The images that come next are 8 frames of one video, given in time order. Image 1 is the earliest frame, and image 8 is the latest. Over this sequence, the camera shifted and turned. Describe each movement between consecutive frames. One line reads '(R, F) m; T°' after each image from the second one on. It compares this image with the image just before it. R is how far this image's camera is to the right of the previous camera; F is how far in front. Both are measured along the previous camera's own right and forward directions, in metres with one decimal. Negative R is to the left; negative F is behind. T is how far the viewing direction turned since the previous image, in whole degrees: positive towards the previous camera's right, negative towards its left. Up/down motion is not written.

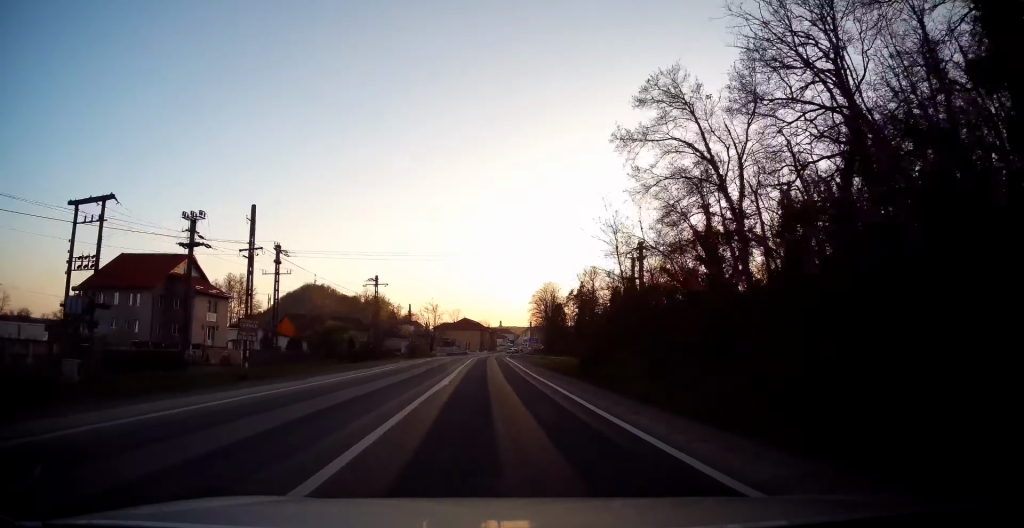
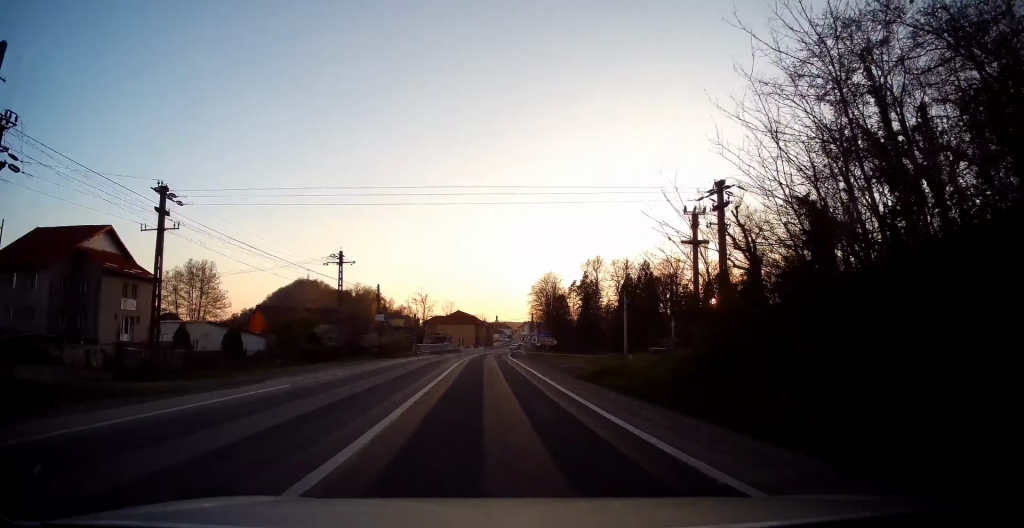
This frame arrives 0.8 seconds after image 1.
(-0.5, +16.4) m; +1°
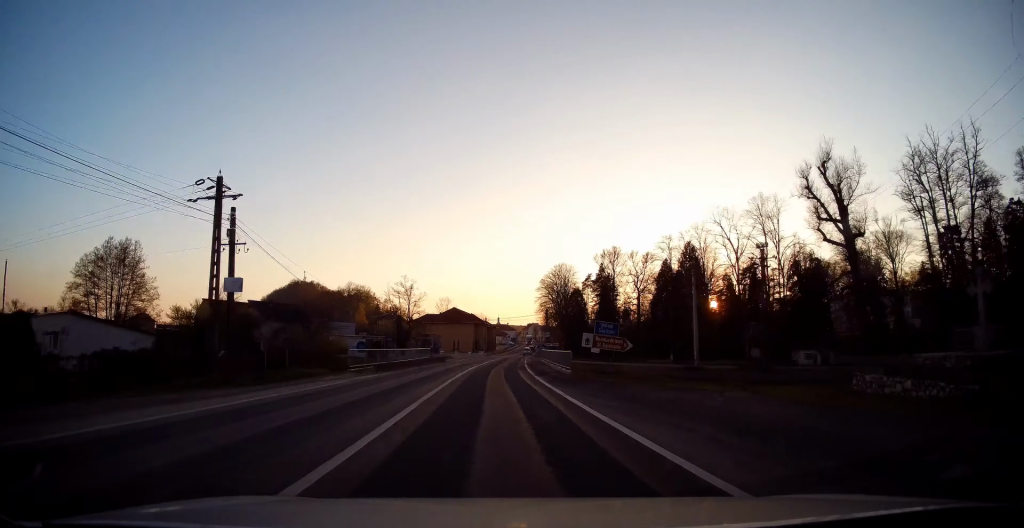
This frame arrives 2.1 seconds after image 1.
(+0.9, +28.1) m; +1°
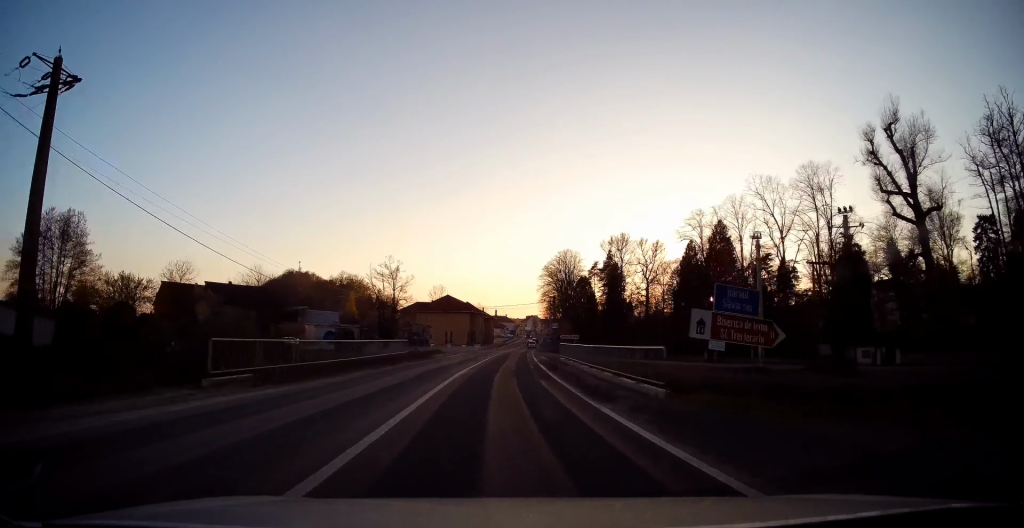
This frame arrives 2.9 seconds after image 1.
(-0.4, +14.4) m; -1°
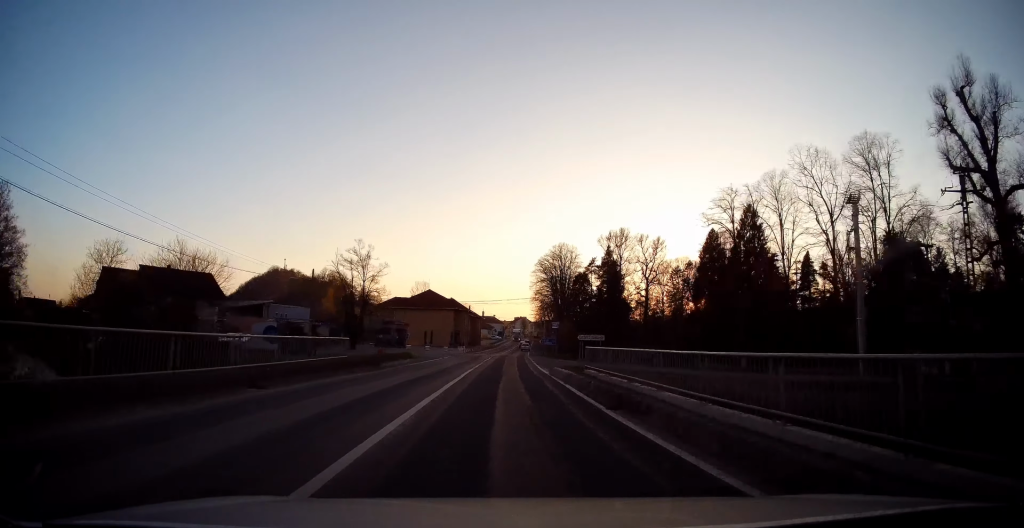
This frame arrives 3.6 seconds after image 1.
(-0.1, +13.9) m; +1°
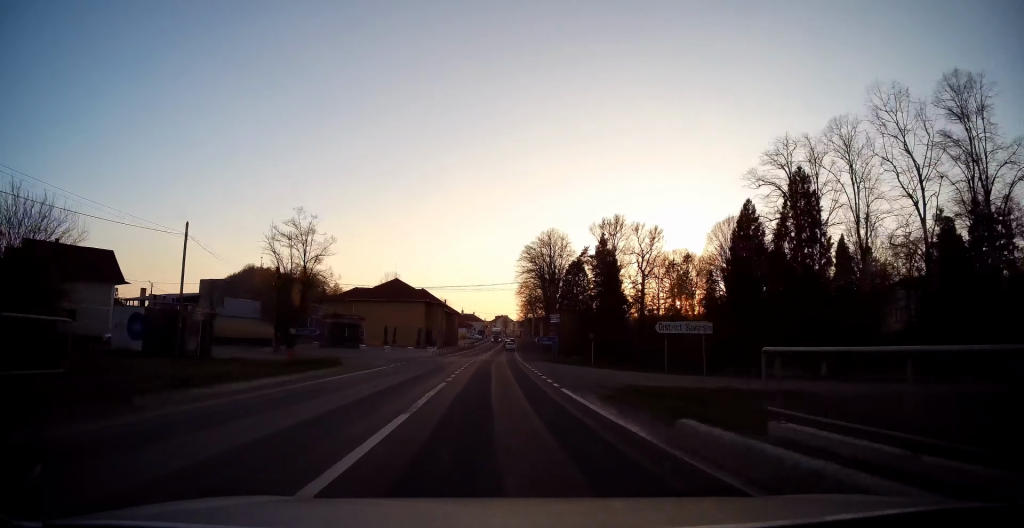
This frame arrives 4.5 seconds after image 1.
(+0.2, +17.2) m; +2°
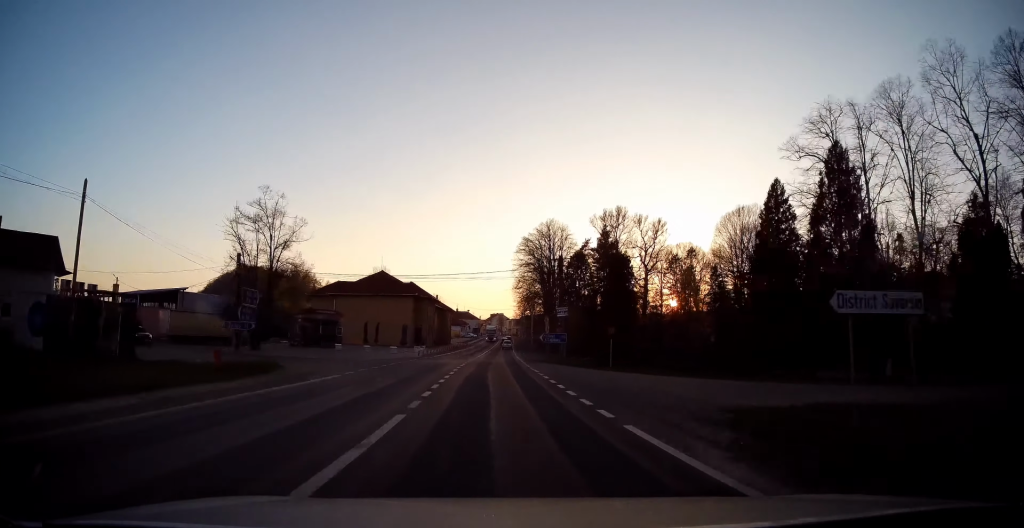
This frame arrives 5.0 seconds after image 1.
(0.0, +7.8) m; +1°
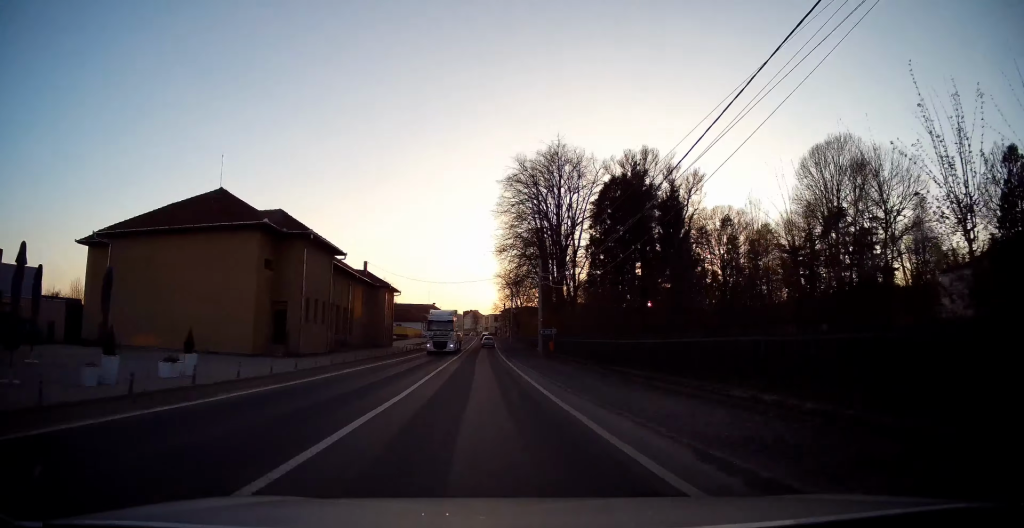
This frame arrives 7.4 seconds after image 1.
(+1.5, +43.7) m; +2°
